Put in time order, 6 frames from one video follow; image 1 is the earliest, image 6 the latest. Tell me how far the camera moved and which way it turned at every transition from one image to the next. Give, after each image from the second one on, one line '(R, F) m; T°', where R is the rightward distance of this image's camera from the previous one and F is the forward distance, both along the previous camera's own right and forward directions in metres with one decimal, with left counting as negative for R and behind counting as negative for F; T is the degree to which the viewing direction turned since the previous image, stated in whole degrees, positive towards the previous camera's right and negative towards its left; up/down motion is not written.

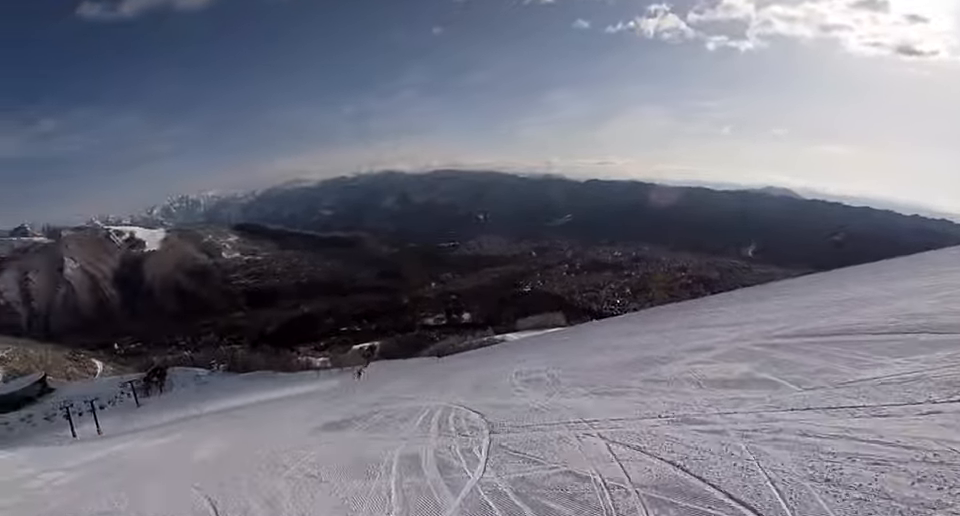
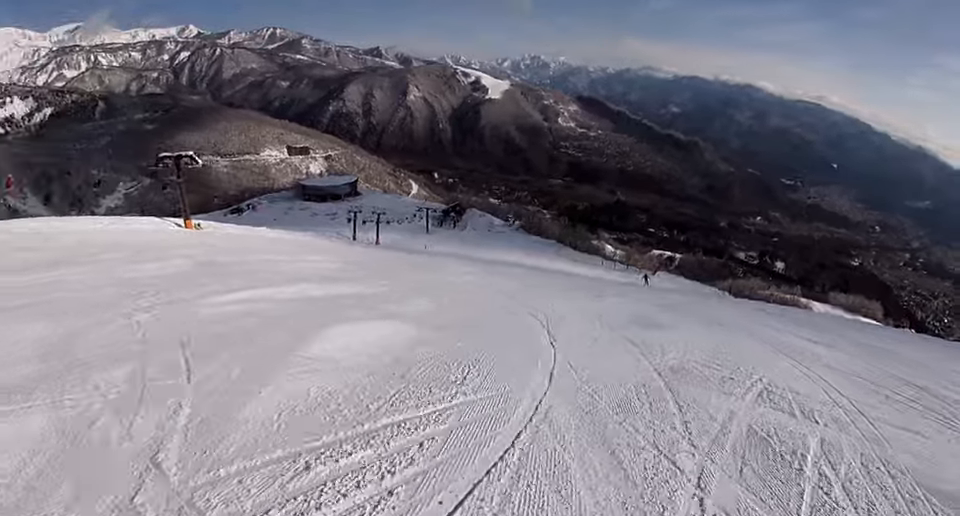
(-2.4, +7.7) m; -44°
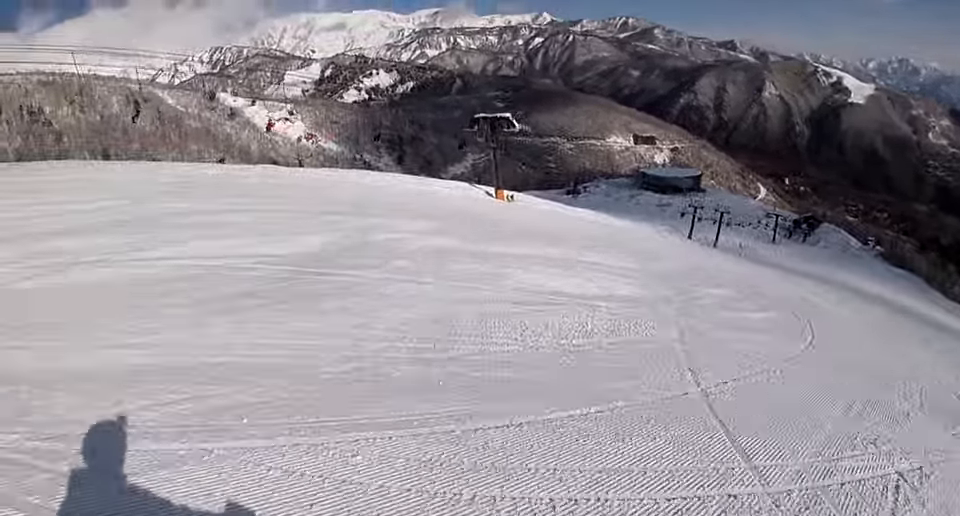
(-5.2, +11.3) m; -26°
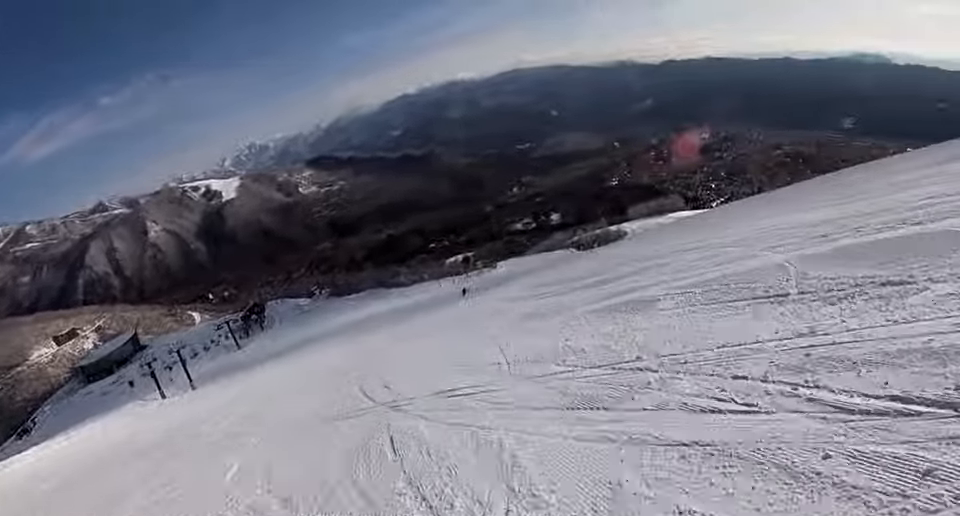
(+8.7, +14.0) m; +56°
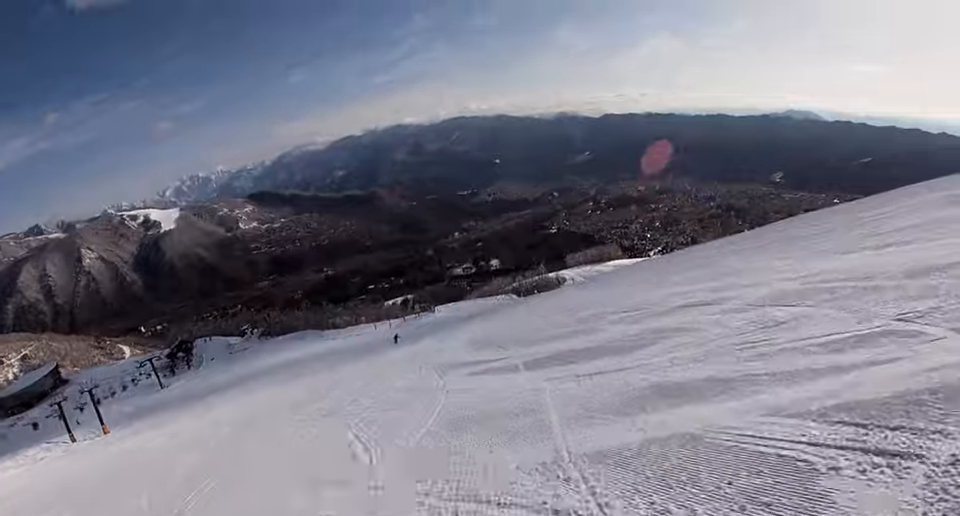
(+0.8, +5.2) m; -2°
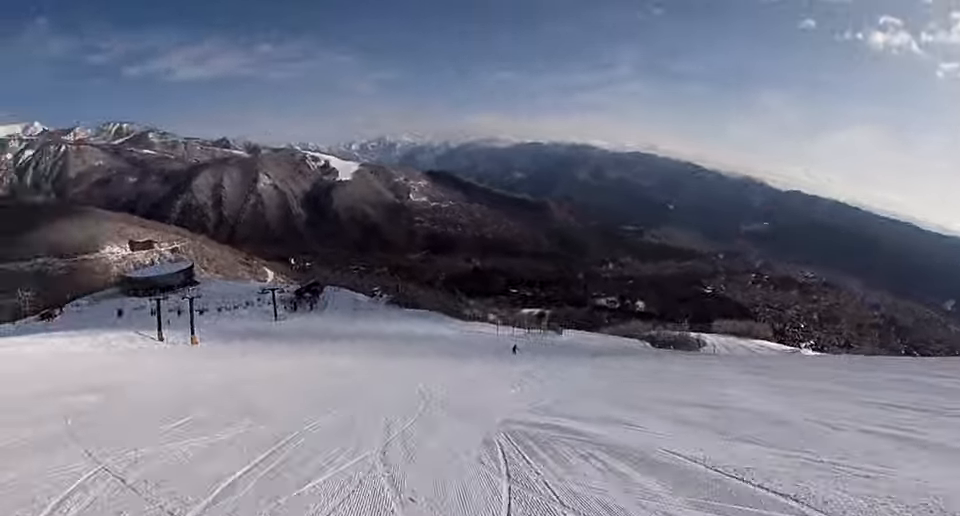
(-1.0, +8.2) m; -16°
